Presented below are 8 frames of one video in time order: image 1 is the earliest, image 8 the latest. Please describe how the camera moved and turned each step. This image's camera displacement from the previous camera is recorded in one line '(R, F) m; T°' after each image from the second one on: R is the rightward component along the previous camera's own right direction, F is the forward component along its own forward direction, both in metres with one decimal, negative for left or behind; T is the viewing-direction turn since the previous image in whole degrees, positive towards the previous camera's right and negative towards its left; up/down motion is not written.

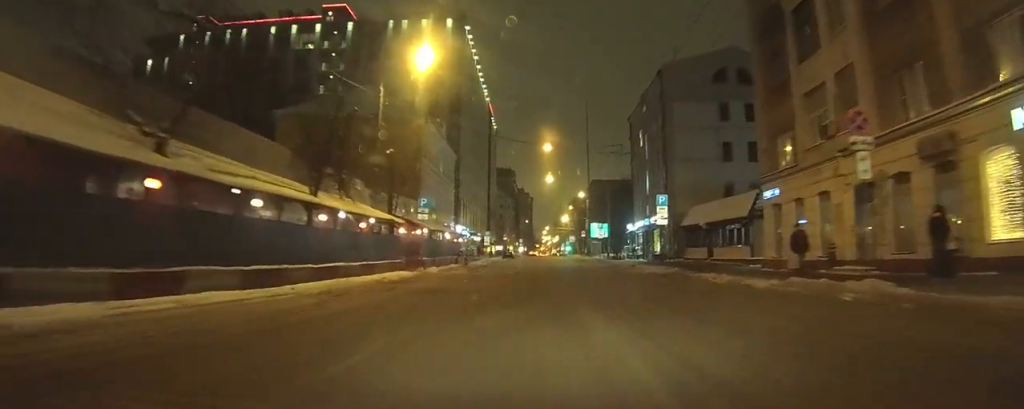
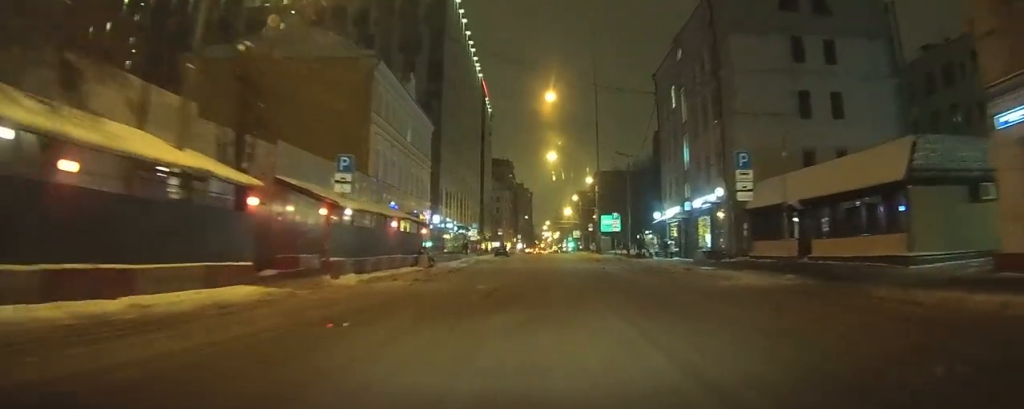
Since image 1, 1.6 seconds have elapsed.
(-0.2, +17.2) m; -2°
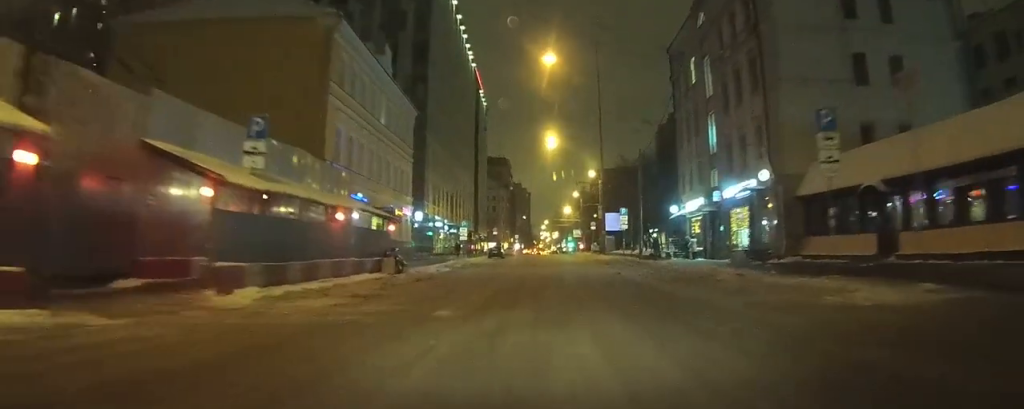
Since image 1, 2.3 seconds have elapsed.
(-0.1, +7.7) m; -1°
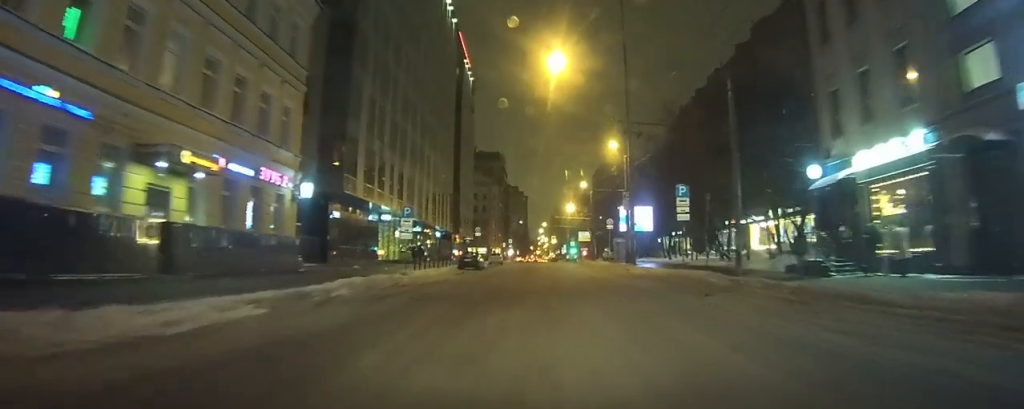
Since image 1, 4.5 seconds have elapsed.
(-0.6, +24.7) m; -2°
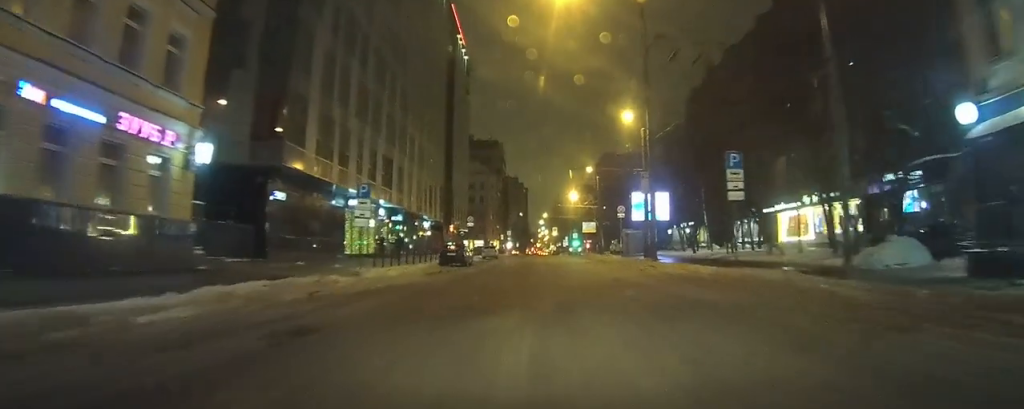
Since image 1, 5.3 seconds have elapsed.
(0.0, +9.0) m; 0°
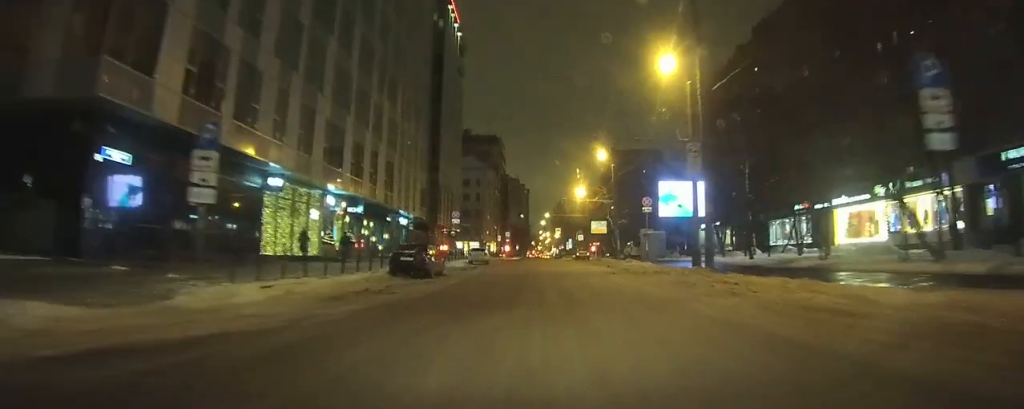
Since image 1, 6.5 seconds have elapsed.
(0.0, +13.2) m; -5°
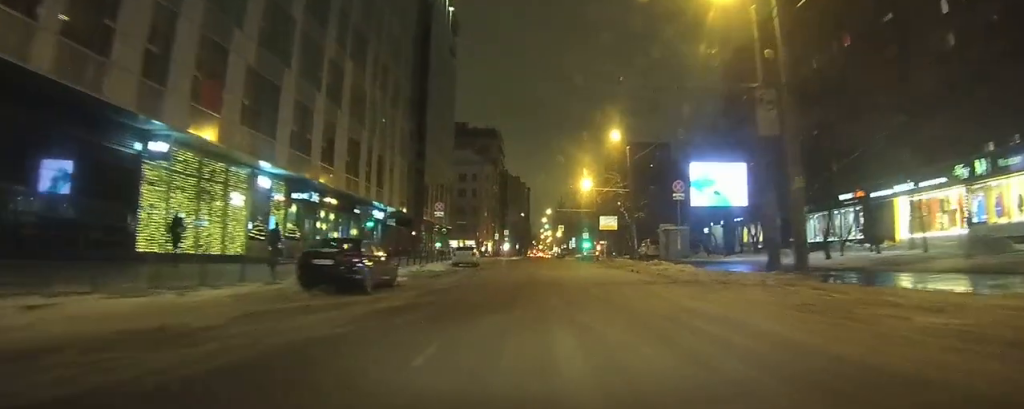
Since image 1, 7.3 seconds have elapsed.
(-0.9, +9.7) m; -2°
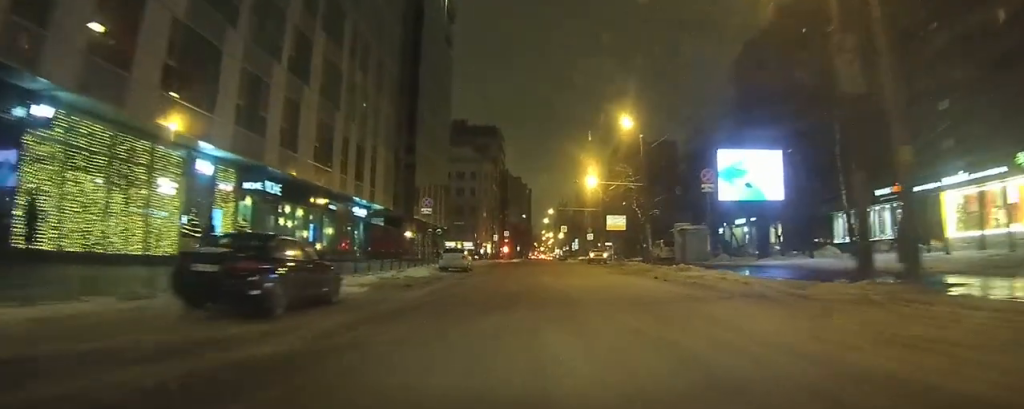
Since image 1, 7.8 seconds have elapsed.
(+0.1, +5.6) m; 0°
